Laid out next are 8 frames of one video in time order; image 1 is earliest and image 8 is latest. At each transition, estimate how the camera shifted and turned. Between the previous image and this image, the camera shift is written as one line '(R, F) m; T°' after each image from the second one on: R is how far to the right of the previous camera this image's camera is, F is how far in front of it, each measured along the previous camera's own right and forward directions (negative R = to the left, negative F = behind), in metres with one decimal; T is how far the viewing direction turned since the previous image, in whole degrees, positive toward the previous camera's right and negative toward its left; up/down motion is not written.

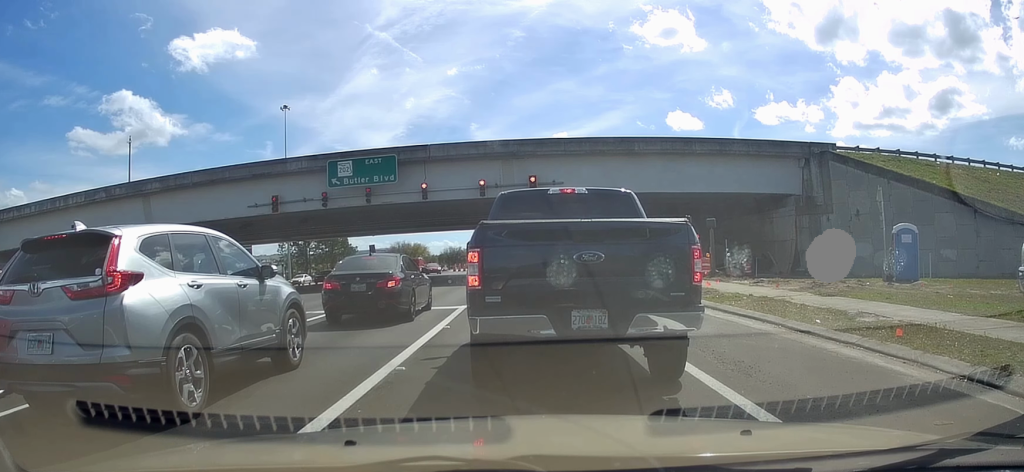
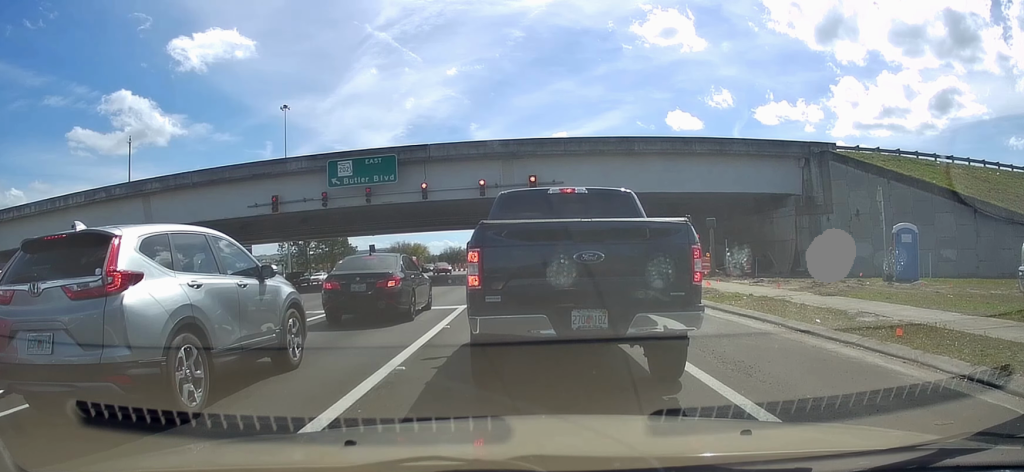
(0.0, 0.0) m; 0°
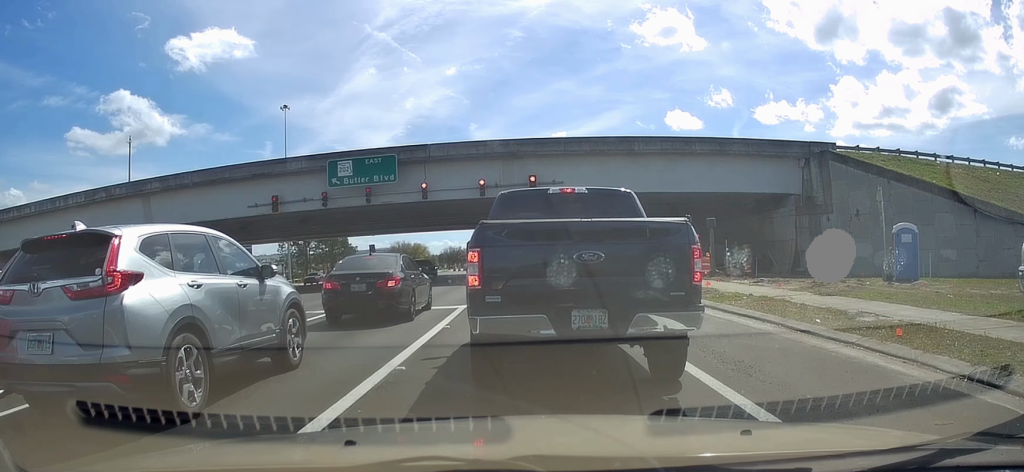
(0.0, 0.0) m; 0°
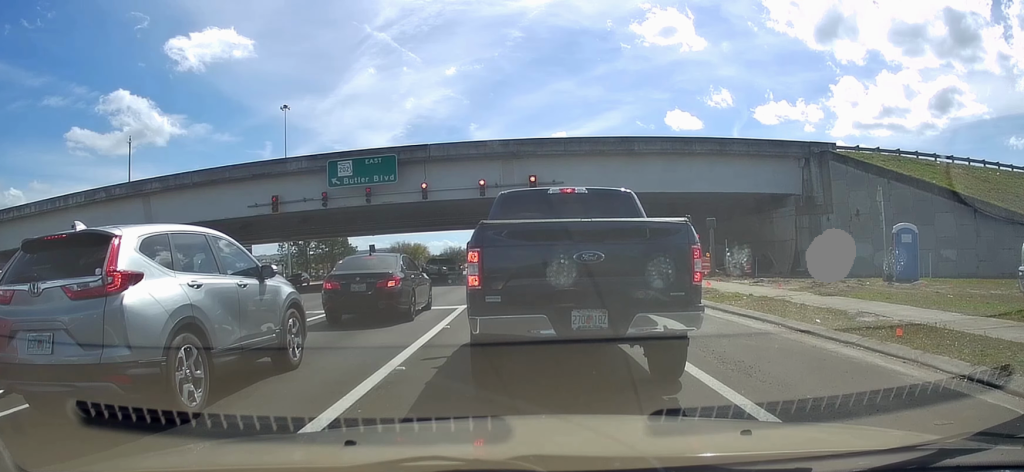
(0.0, 0.0) m; 0°
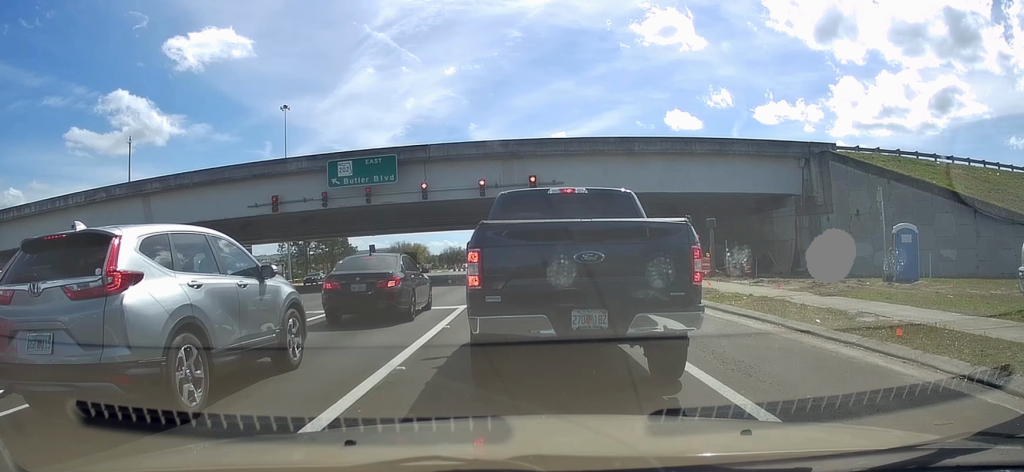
(0.0, 0.0) m; 0°
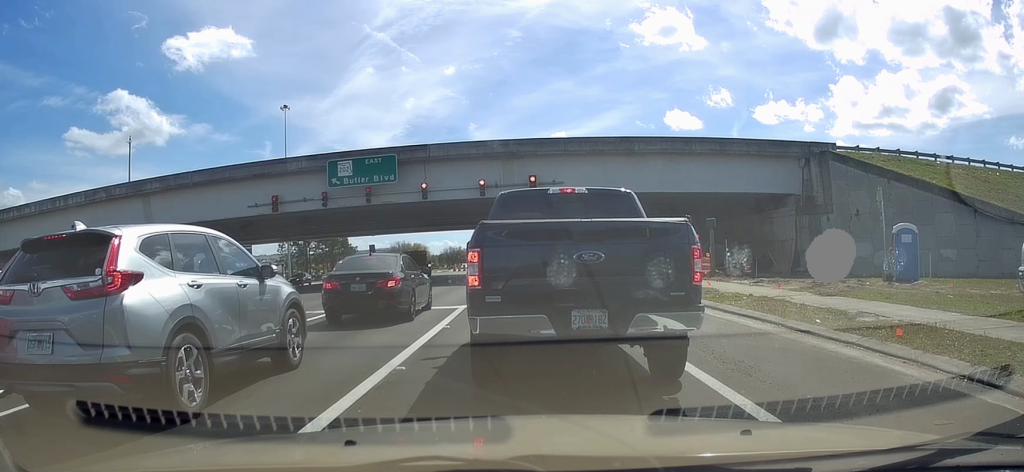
(0.0, 0.0) m; 0°
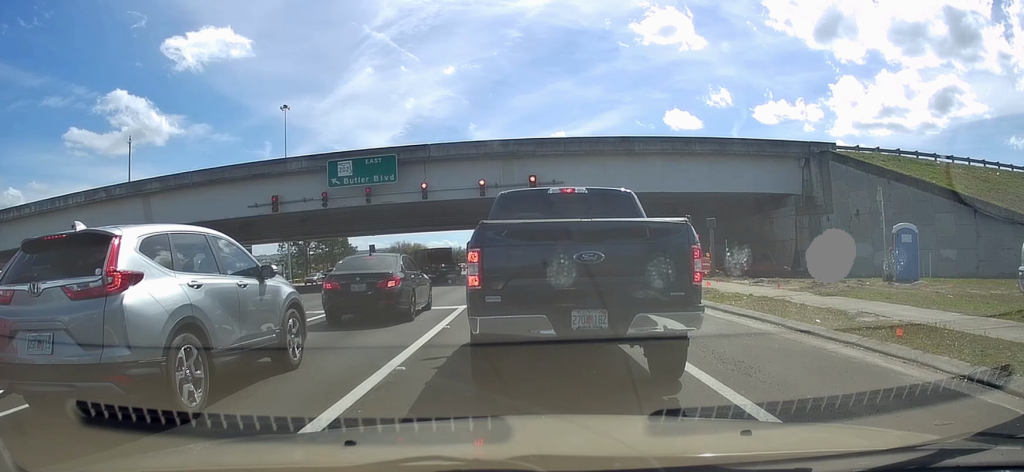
(0.0, 0.0) m; 0°
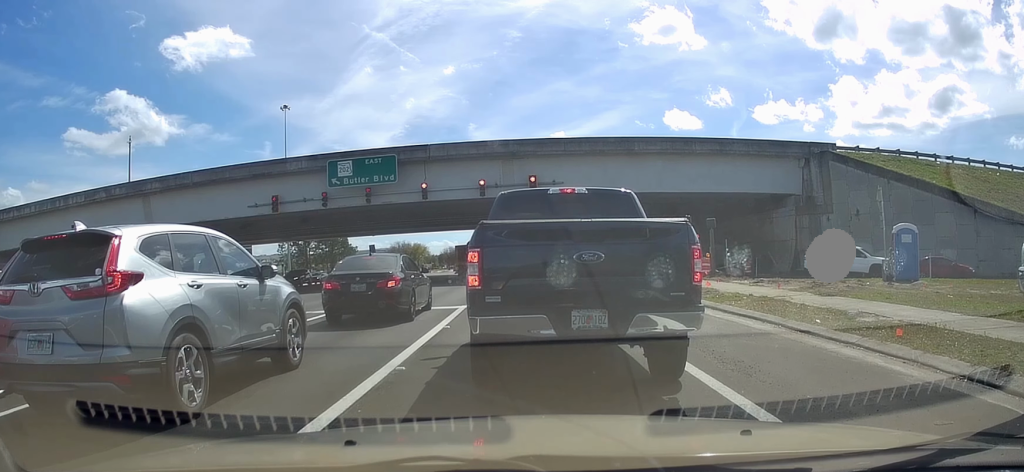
(0.0, 0.0) m; 0°
